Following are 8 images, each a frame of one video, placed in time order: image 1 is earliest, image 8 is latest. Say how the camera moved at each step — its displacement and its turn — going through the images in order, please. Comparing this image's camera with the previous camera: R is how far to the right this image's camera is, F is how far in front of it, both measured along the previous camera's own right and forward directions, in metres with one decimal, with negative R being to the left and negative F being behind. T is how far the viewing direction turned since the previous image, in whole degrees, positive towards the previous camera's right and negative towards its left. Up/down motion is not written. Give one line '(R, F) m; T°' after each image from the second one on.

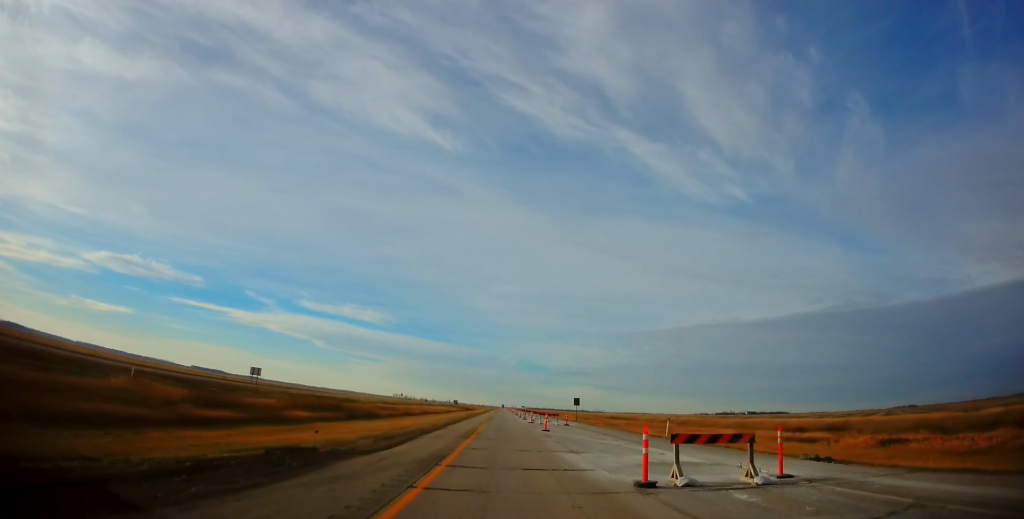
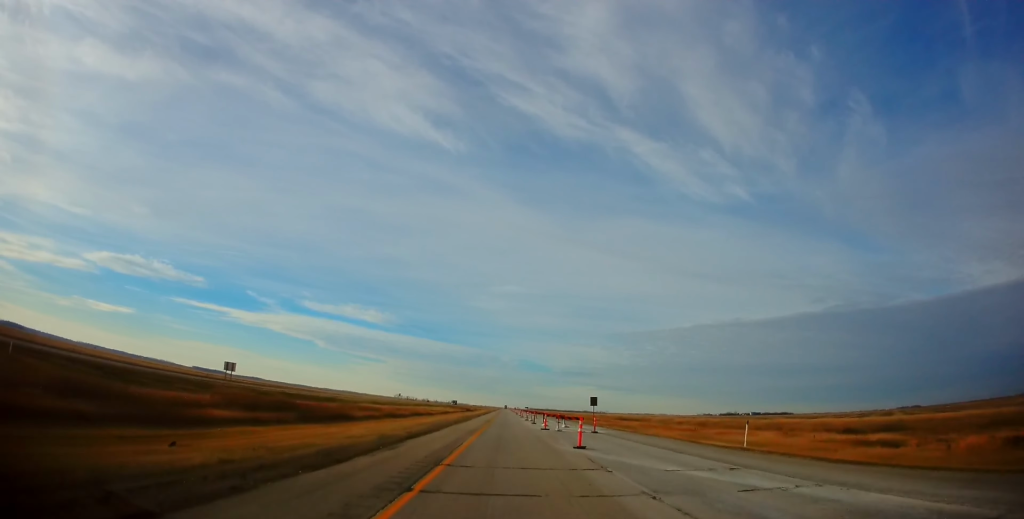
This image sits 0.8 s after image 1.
(0.0, +14.7) m; 0°
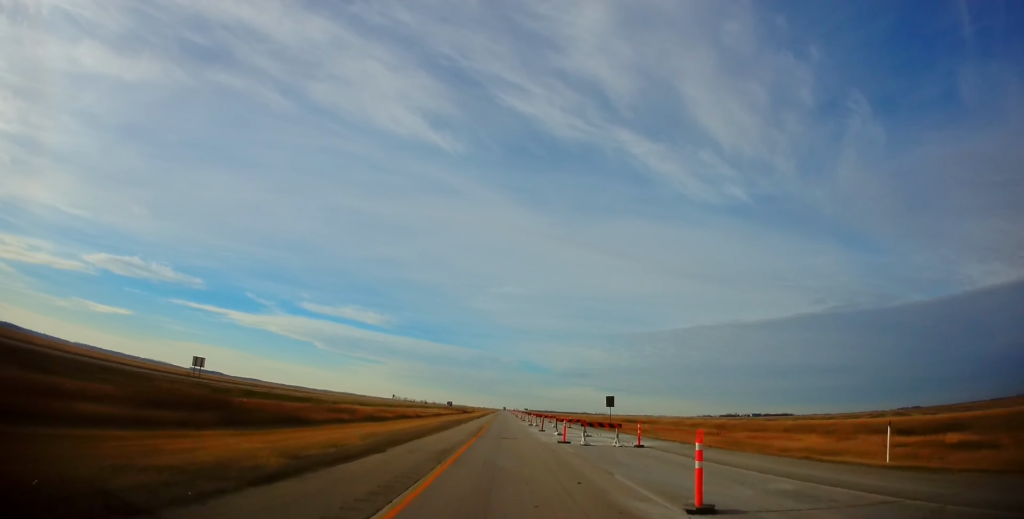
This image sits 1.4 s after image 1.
(0.0, +12.9) m; 0°
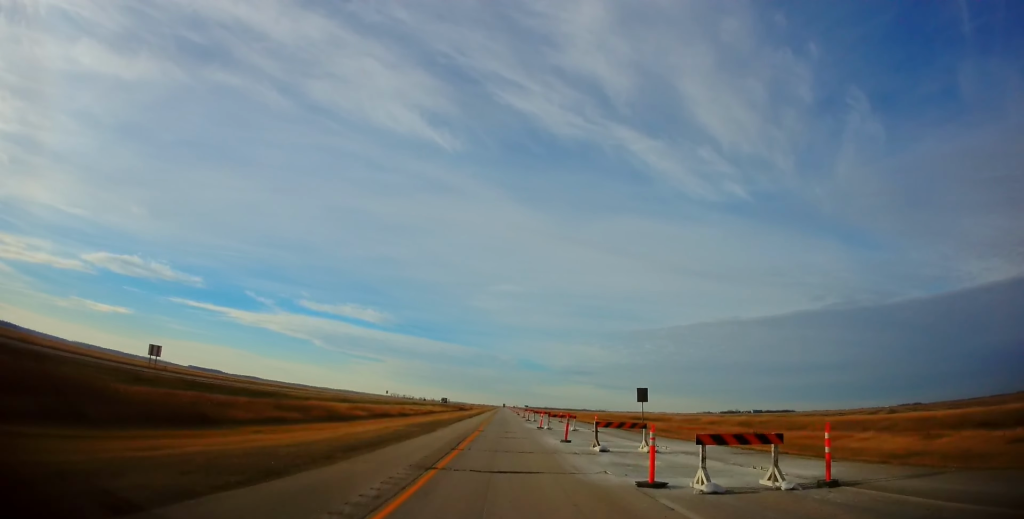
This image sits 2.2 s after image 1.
(0.0, +15.3) m; 0°
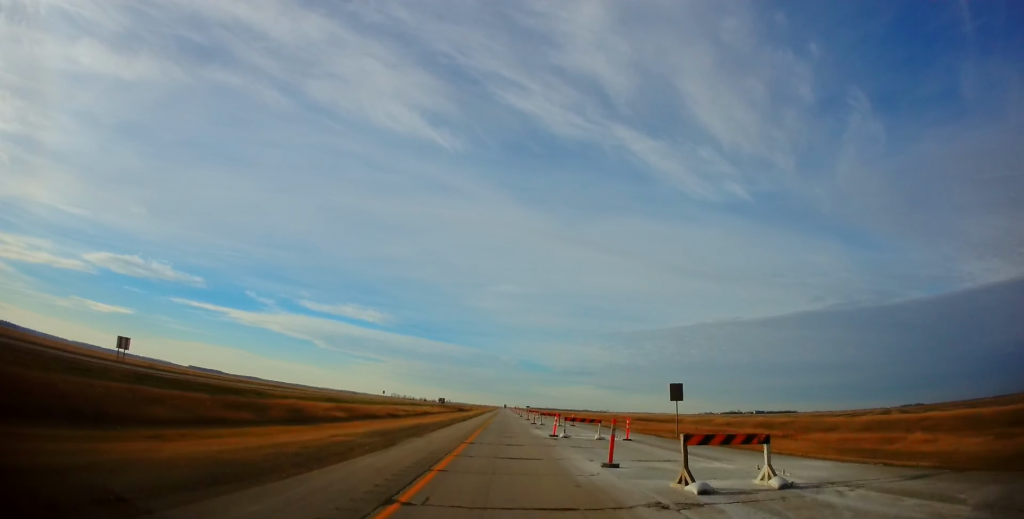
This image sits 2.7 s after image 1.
(0.0, +9.5) m; 0°
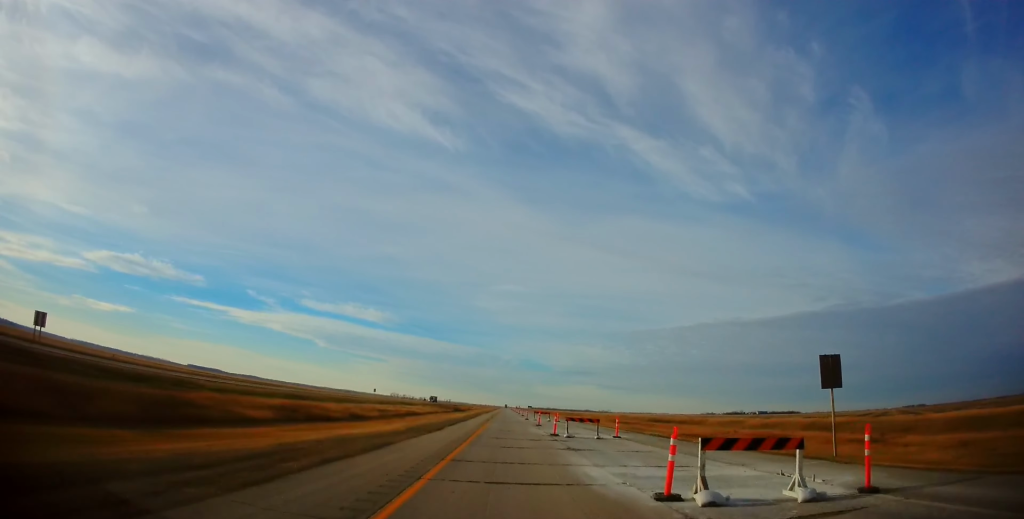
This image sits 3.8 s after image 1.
(-0.1, +19.7) m; -1°
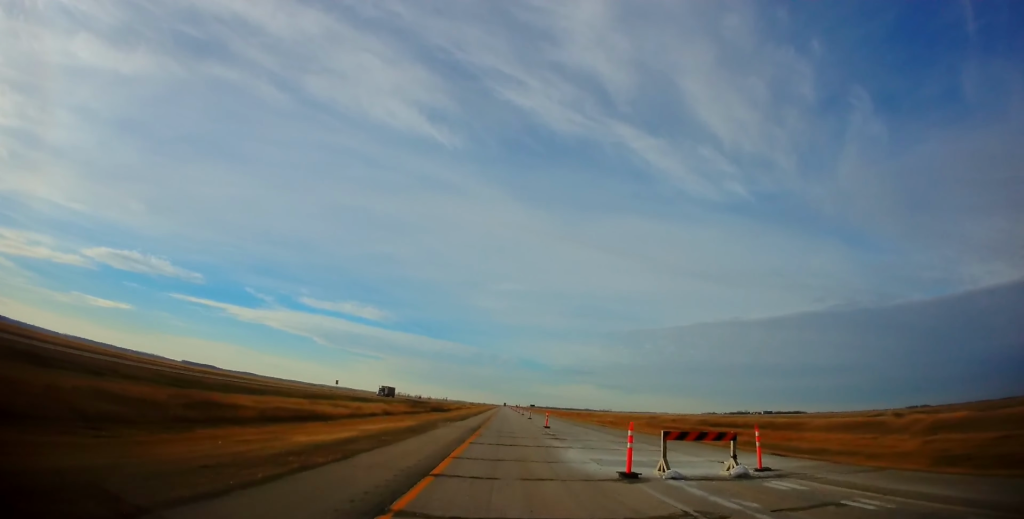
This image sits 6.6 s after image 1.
(+0.8, +54.4) m; +1°
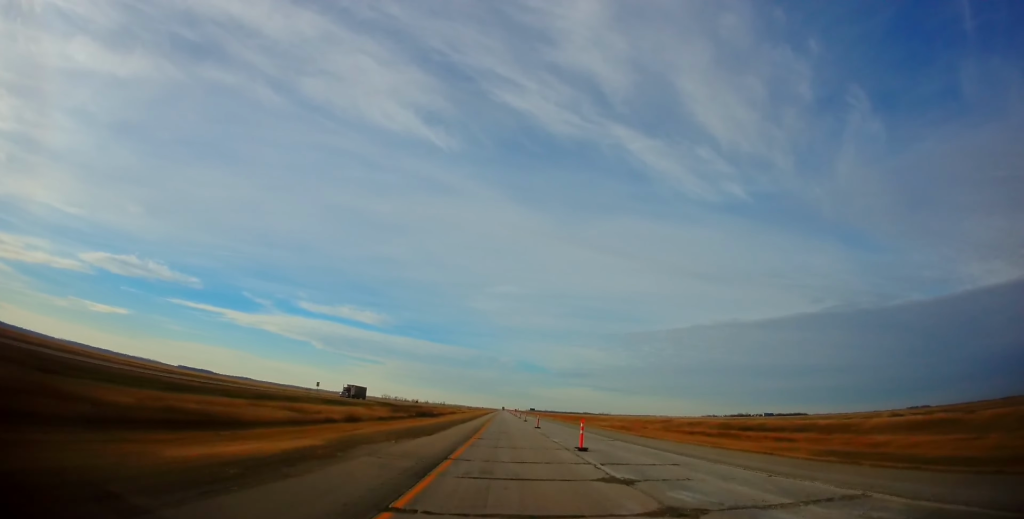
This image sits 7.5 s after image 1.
(0.0, +17.6) m; +1°
